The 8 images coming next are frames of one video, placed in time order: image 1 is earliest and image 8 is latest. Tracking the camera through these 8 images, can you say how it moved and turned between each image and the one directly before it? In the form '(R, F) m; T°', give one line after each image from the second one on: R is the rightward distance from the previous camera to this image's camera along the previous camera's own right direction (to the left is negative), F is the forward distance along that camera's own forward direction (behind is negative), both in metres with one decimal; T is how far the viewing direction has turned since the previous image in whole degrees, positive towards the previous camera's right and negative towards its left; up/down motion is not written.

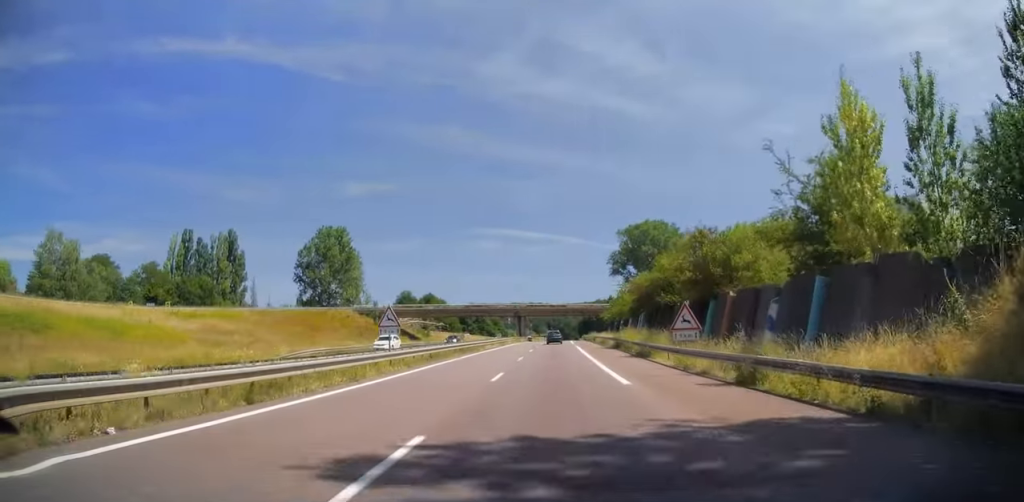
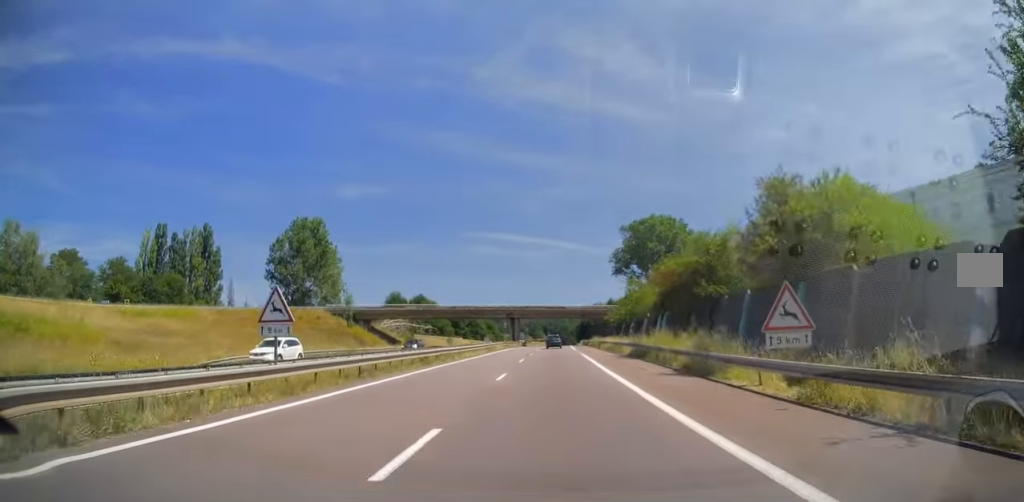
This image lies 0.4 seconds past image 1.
(+0.2, +12.2) m; 0°
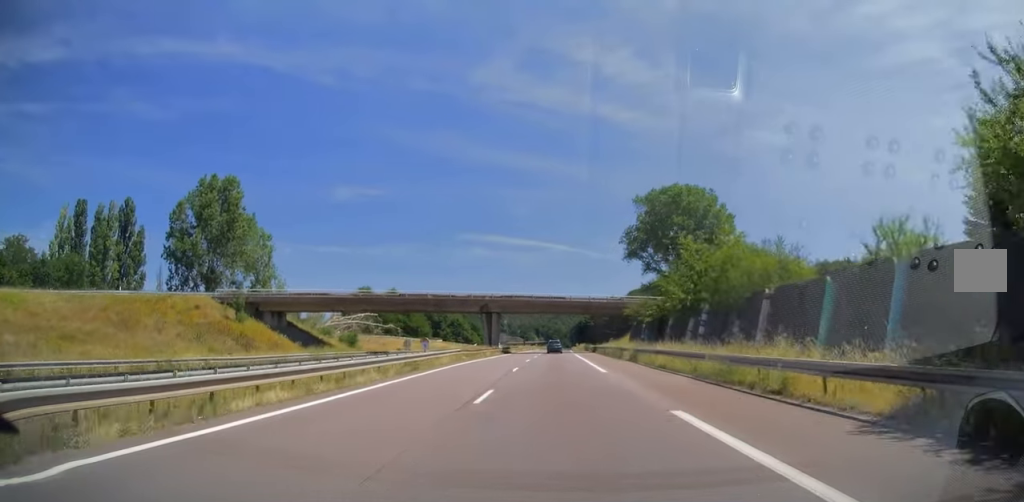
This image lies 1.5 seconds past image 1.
(+0.2, +31.7) m; +1°
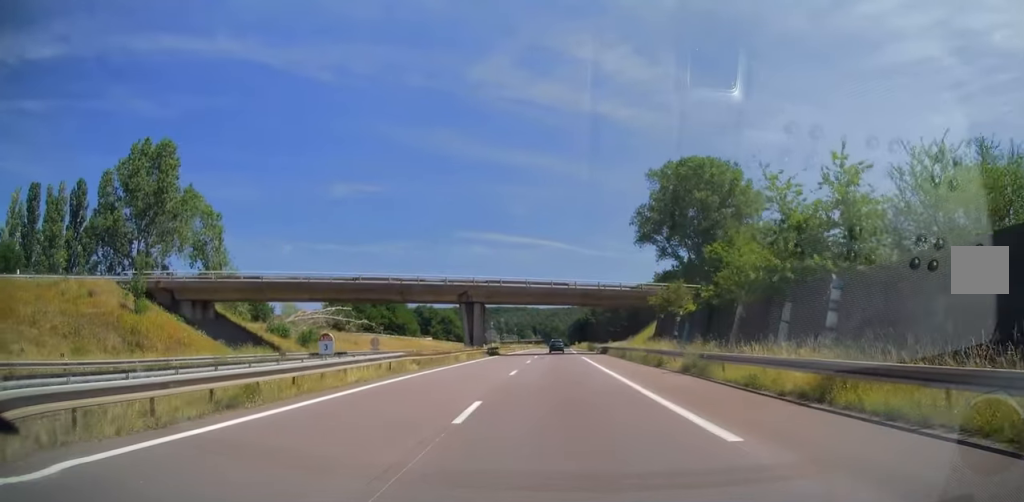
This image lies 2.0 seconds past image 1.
(0.0, +16.0) m; +1°
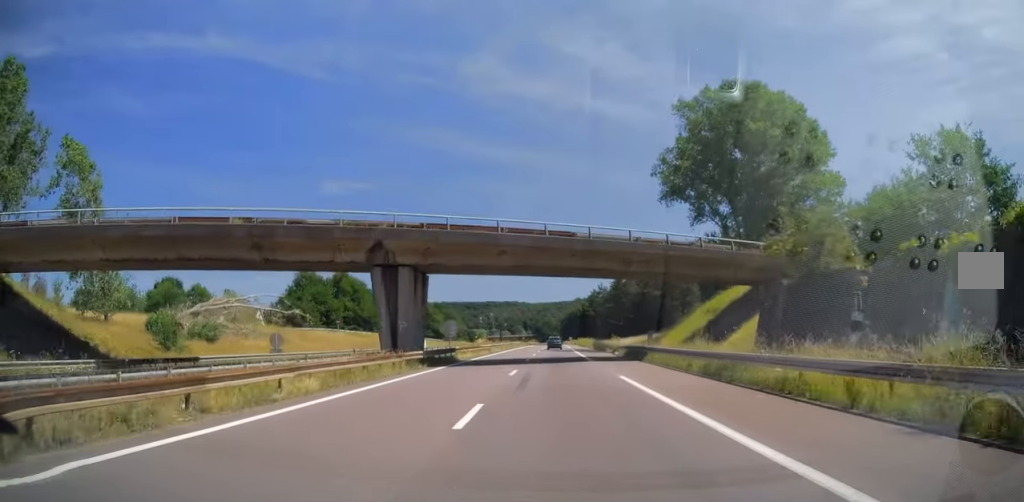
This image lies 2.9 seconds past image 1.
(+0.4, +26.1) m; +1°
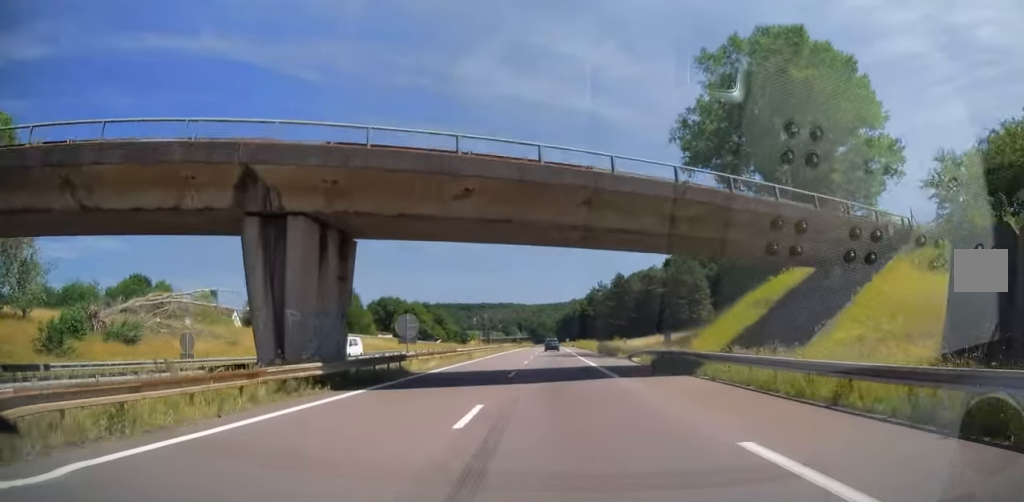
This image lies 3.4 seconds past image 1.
(0.0, +12.6) m; 0°
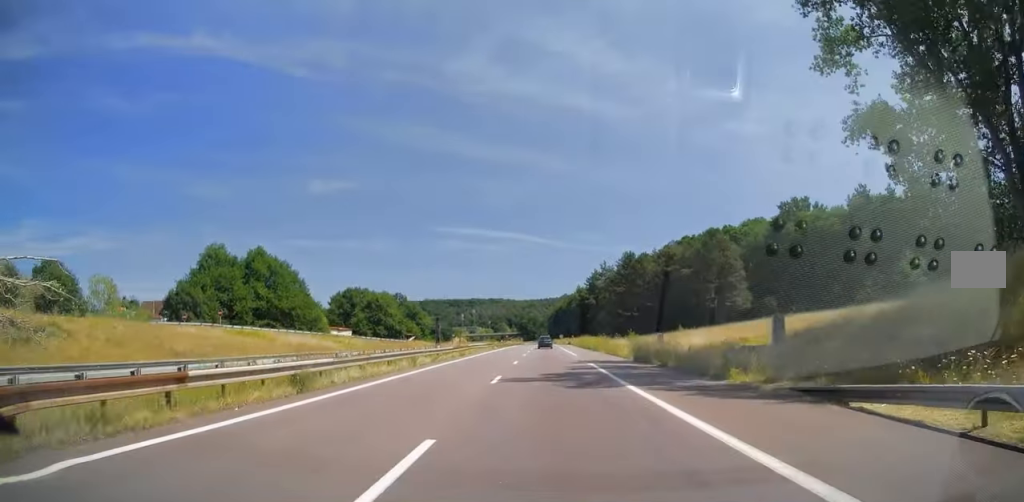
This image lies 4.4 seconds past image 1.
(0.0, +30.2) m; +1°
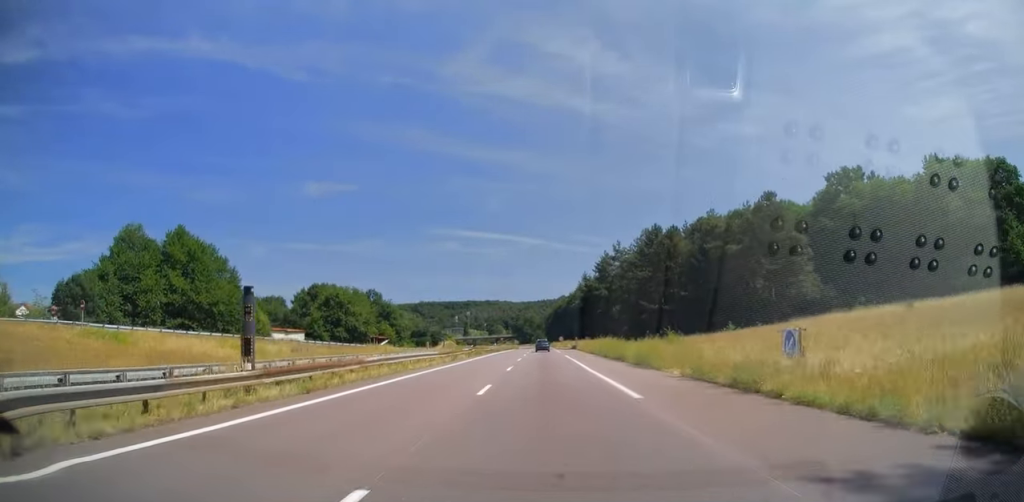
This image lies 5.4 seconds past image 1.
(+0.2, +28.3) m; +1°
